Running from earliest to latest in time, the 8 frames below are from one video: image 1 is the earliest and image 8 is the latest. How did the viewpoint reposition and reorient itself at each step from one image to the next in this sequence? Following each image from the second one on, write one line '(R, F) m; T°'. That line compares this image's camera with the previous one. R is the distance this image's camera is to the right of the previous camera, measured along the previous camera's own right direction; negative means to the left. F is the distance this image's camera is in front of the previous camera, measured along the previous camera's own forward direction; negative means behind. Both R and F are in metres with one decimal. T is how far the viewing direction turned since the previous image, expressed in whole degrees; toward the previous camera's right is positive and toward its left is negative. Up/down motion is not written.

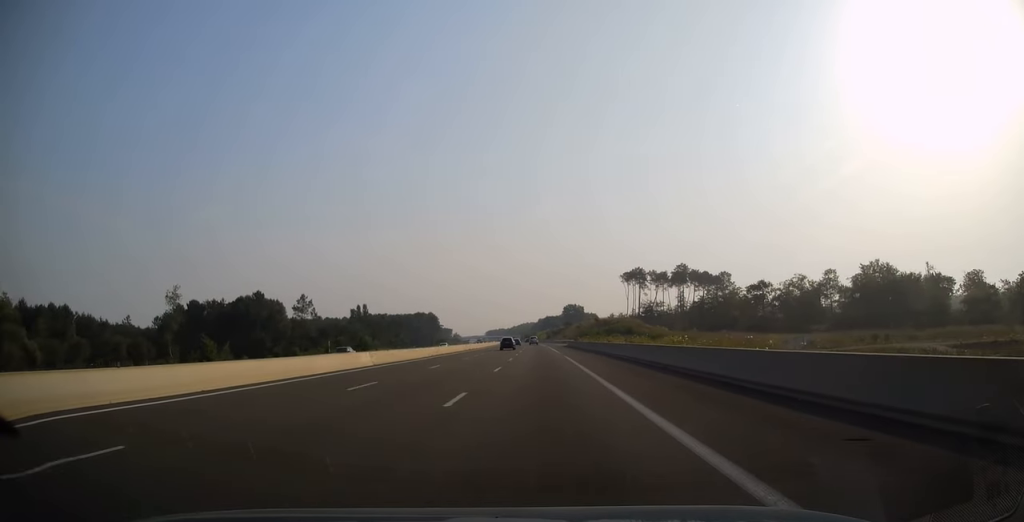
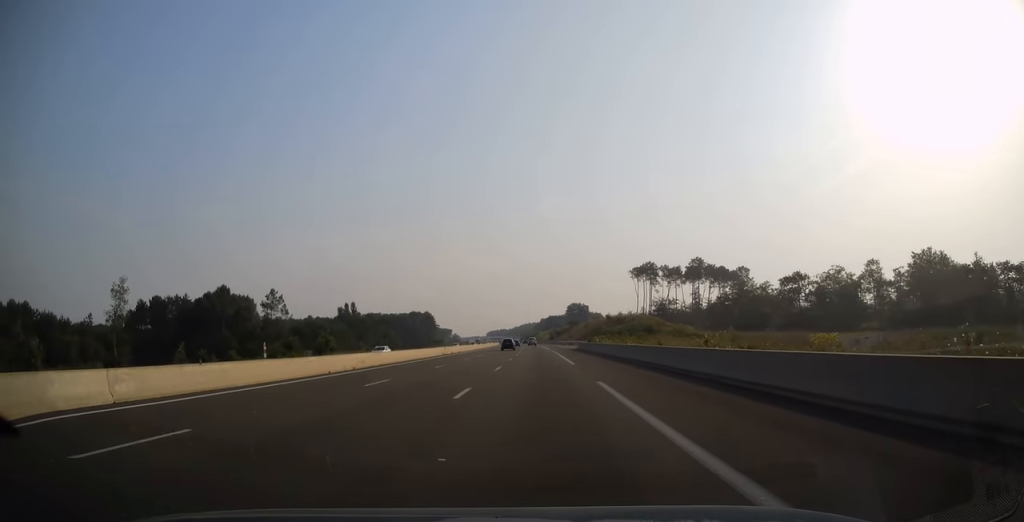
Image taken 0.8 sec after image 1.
(-0.2, +24.0) m; -1°
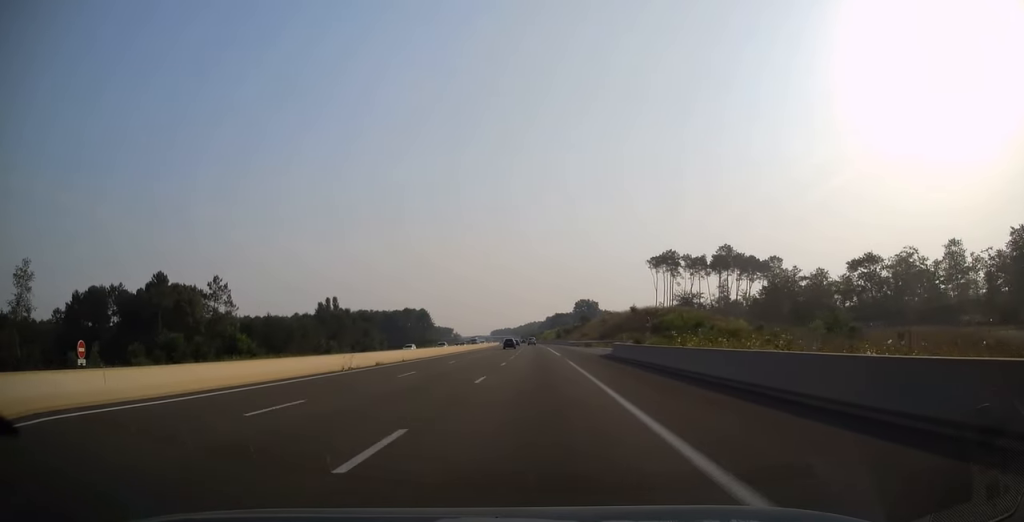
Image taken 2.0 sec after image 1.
(-0.3, +33.9) m; 0°
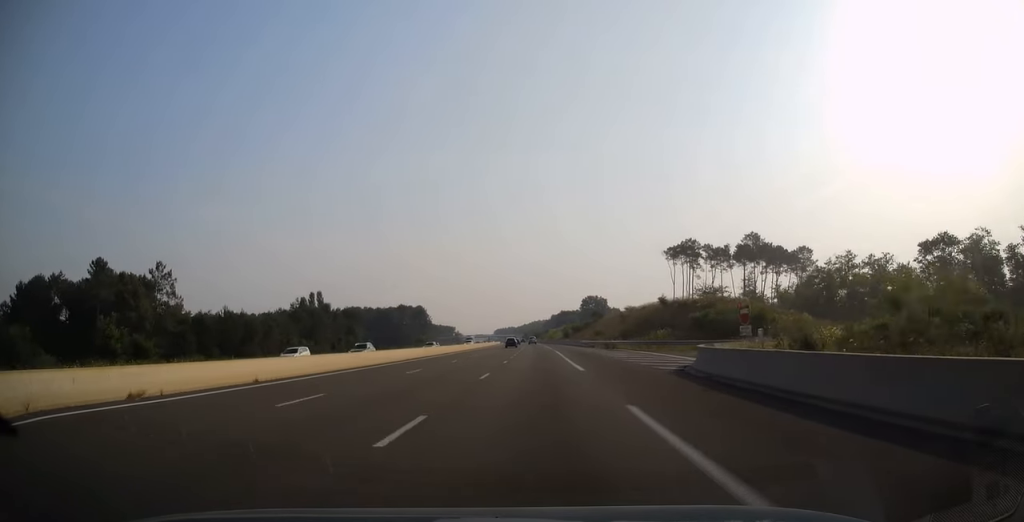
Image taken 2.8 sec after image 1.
(+0.1, +24.6) m; 0°
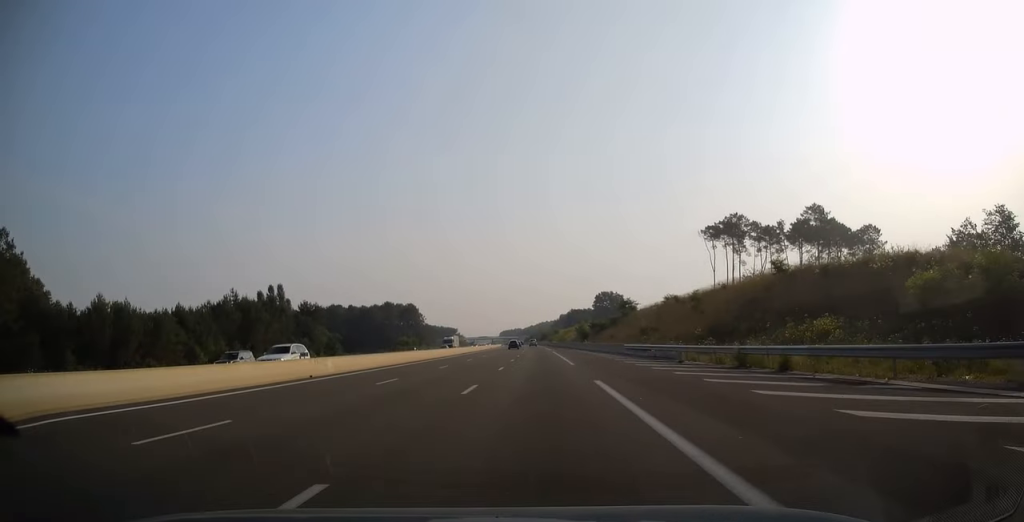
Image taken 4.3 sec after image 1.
(-0.4, +44.2) m; -1°
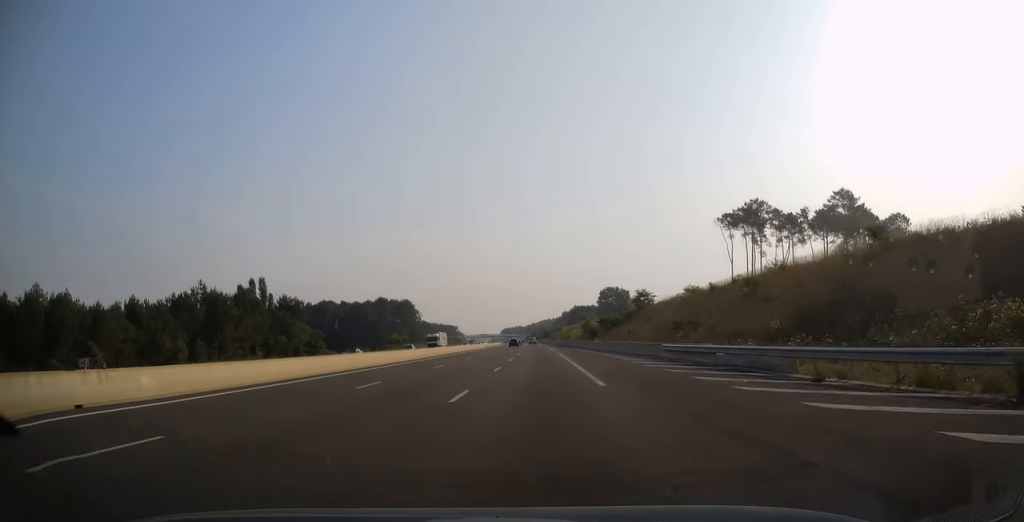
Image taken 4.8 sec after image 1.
(-0.1, +15.3) m; 0°
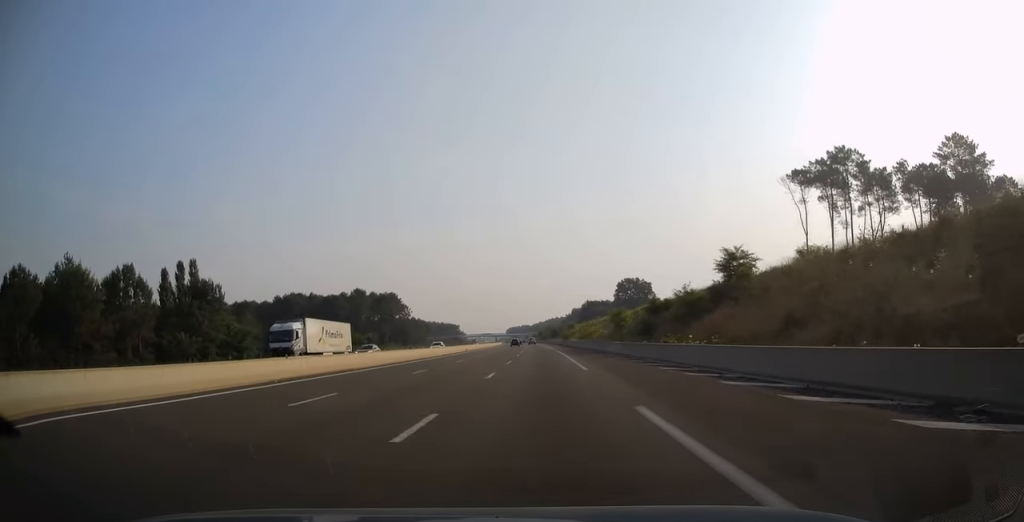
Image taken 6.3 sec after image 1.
(-0.1, +44.2) m; 0°
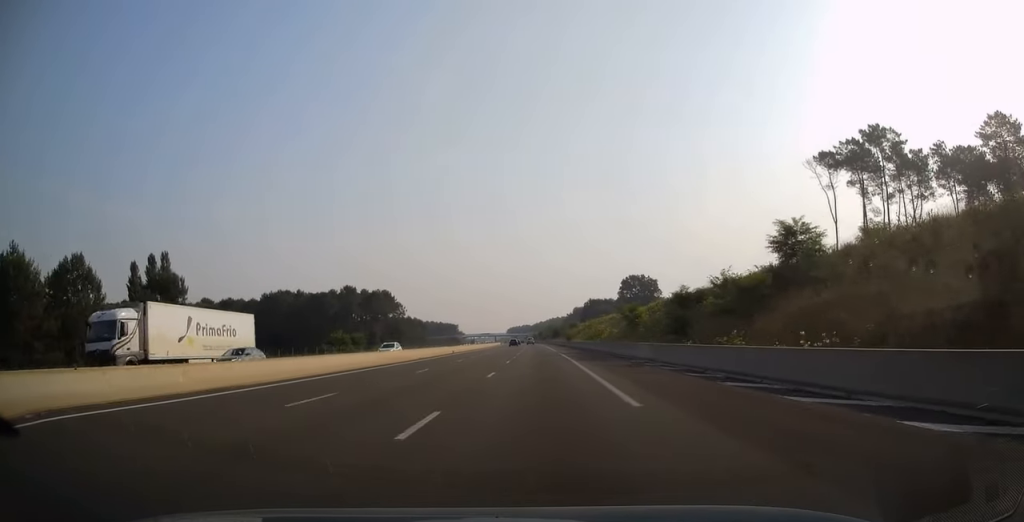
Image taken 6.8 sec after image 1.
(+0.1, +12.8) m; 0°
